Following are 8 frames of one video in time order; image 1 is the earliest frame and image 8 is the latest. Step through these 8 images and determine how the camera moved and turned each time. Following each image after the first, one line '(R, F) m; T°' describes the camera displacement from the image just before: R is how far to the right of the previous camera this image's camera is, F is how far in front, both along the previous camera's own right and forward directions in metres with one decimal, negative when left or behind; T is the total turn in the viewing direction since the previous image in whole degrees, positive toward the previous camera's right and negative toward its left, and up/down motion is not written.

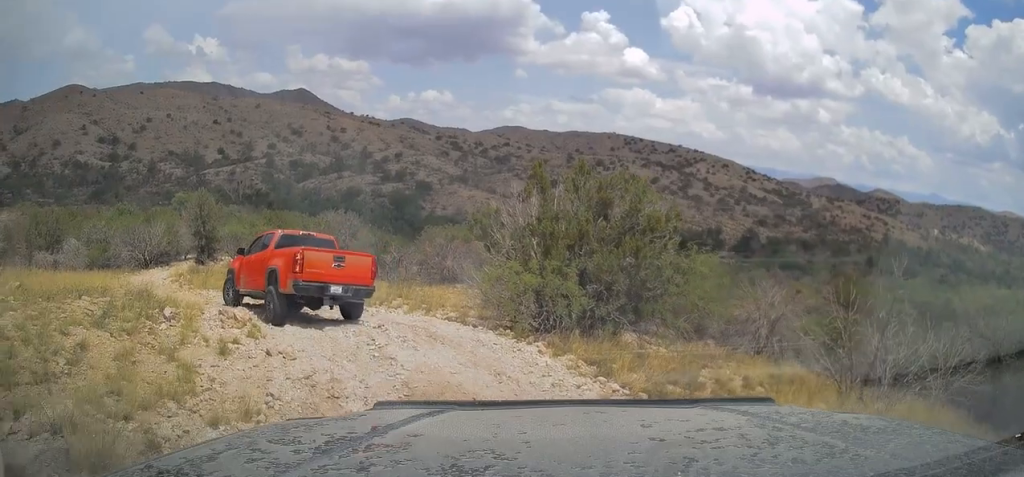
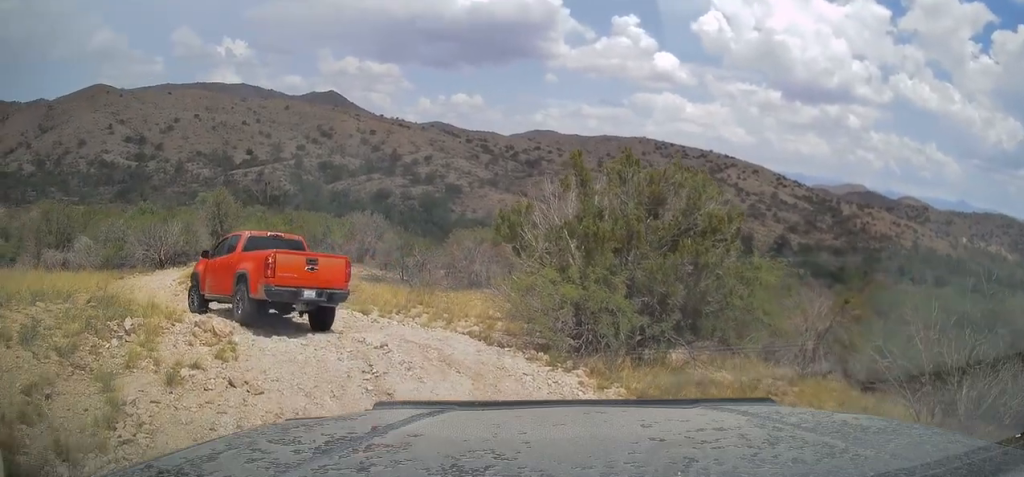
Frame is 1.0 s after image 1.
(-0.3, +2.3) m; -1°
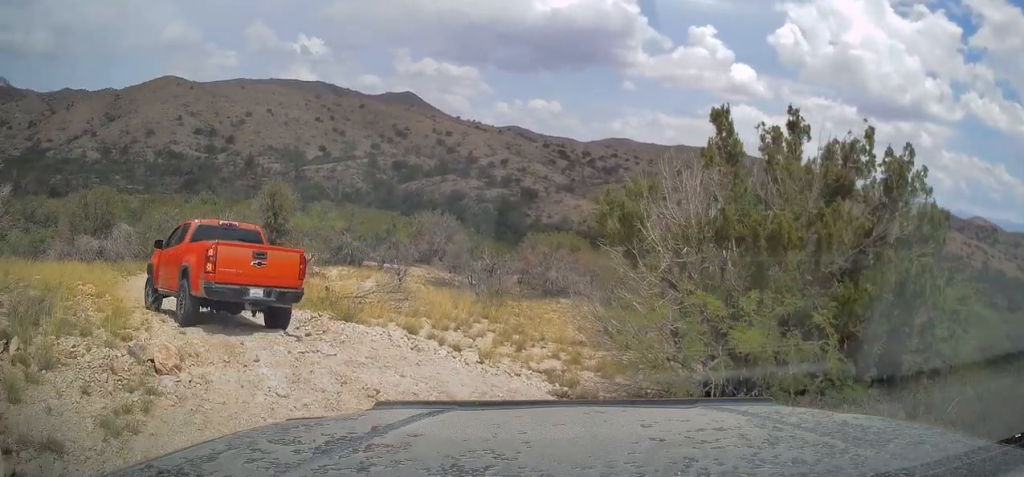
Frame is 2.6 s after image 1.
(-0.2, +4.1) m; -14°
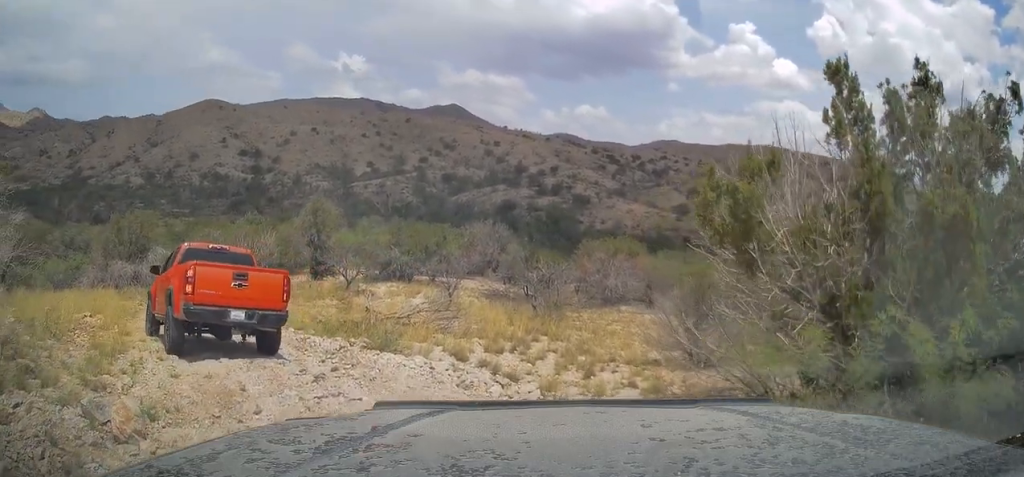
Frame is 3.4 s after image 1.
(-0.1, +2.1) m; -4°
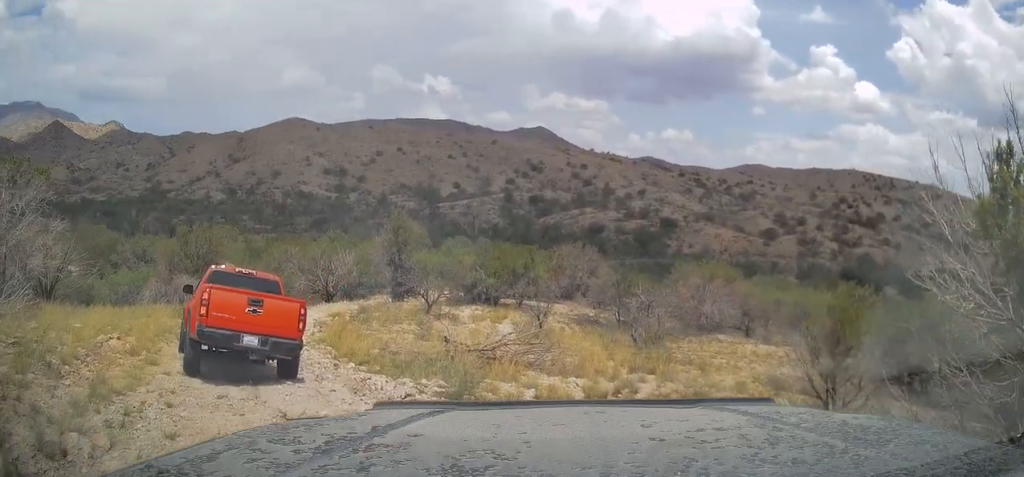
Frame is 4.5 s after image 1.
(-0.1, +2.7) m; -13°
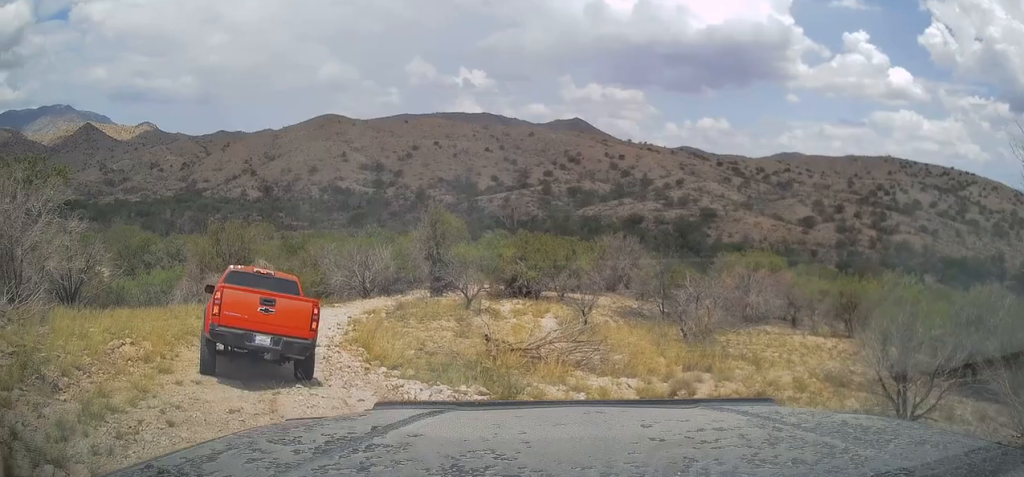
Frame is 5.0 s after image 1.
(-0.1, +1.1) m; -6°
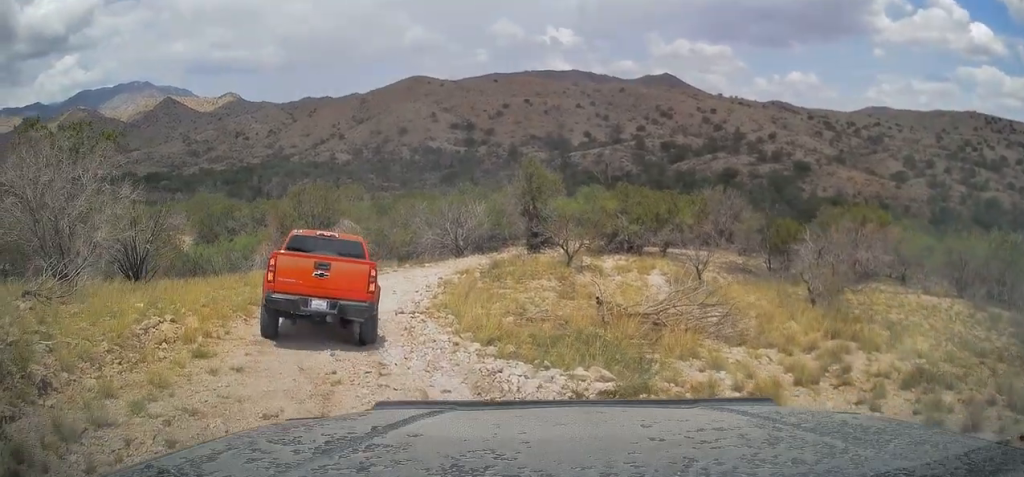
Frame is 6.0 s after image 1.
(-0.4, +2.2) m; -5°
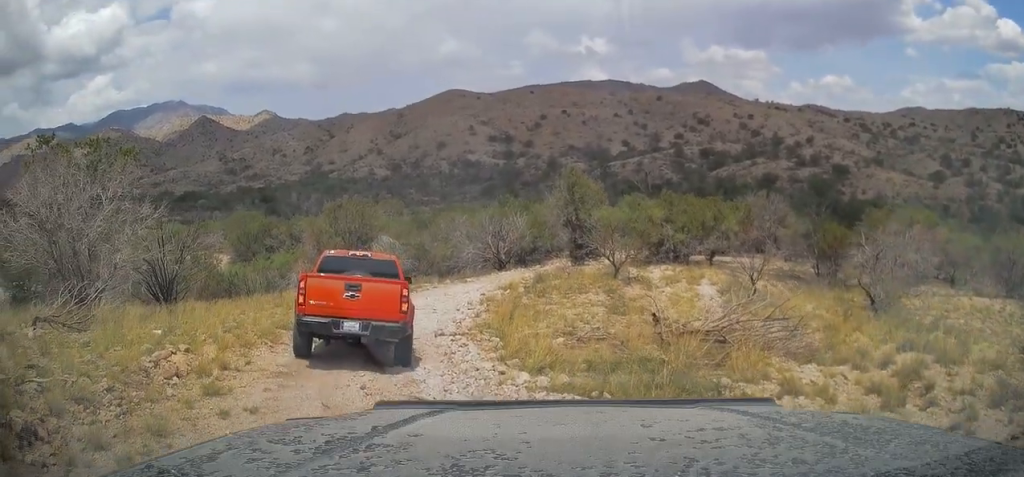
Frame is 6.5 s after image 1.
(+0.2, +1.0) m; -2°
